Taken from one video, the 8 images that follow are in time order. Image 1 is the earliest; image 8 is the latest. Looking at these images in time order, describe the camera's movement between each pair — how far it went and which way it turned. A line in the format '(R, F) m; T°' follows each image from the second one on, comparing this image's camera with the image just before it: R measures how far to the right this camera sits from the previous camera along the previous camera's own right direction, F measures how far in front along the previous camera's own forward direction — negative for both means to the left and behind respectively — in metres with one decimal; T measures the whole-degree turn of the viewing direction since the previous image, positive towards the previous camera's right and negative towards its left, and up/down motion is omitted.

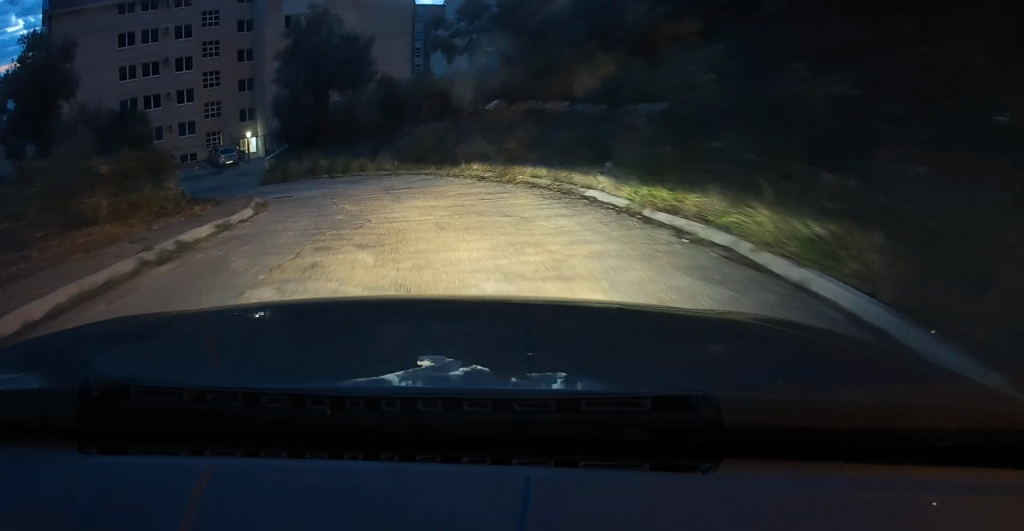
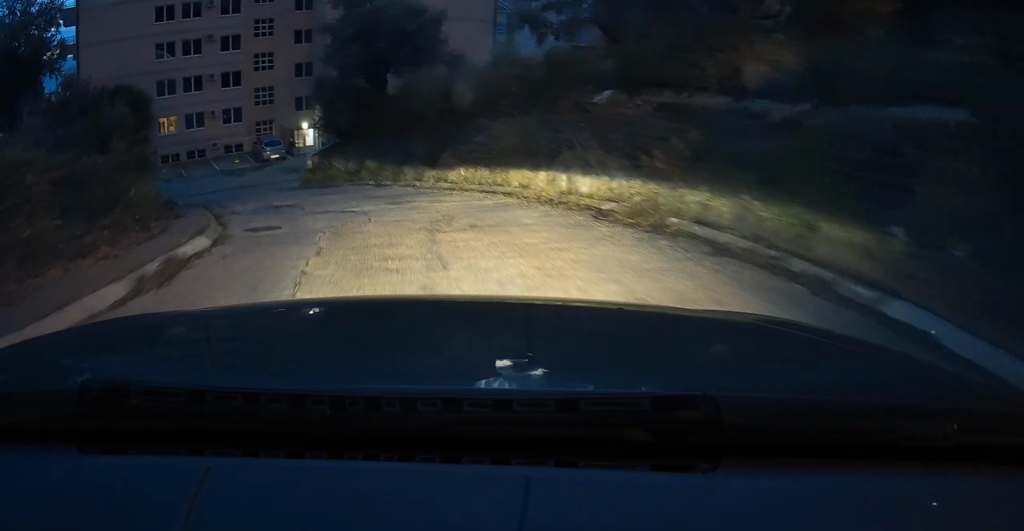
(-0.3, +7.4) m; -5°
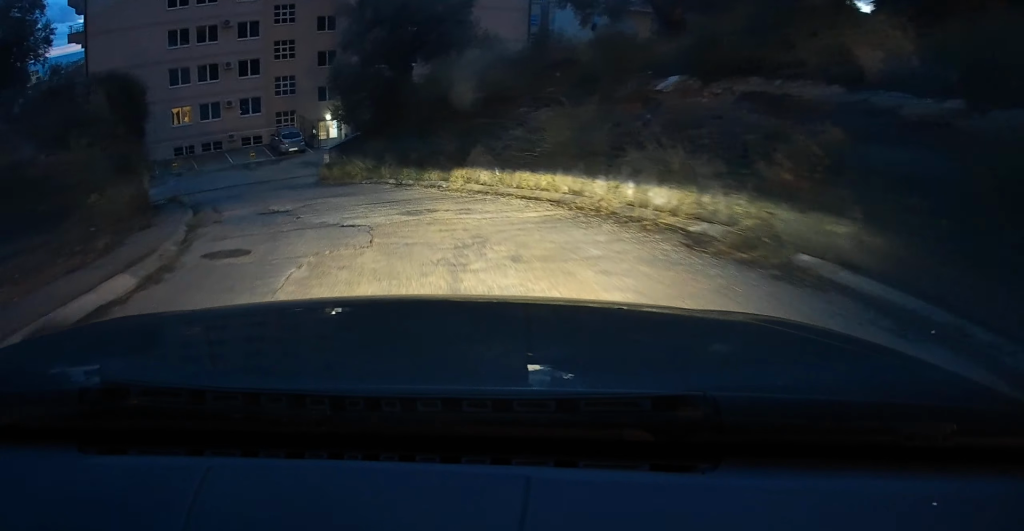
(-0.2, +3.0) m; -3°
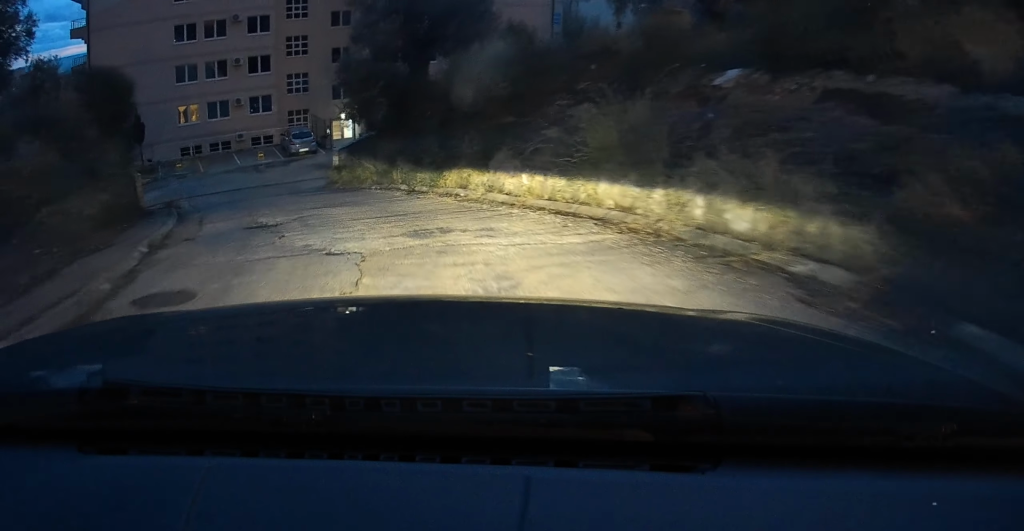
(0.0, +2.3) m; -2°
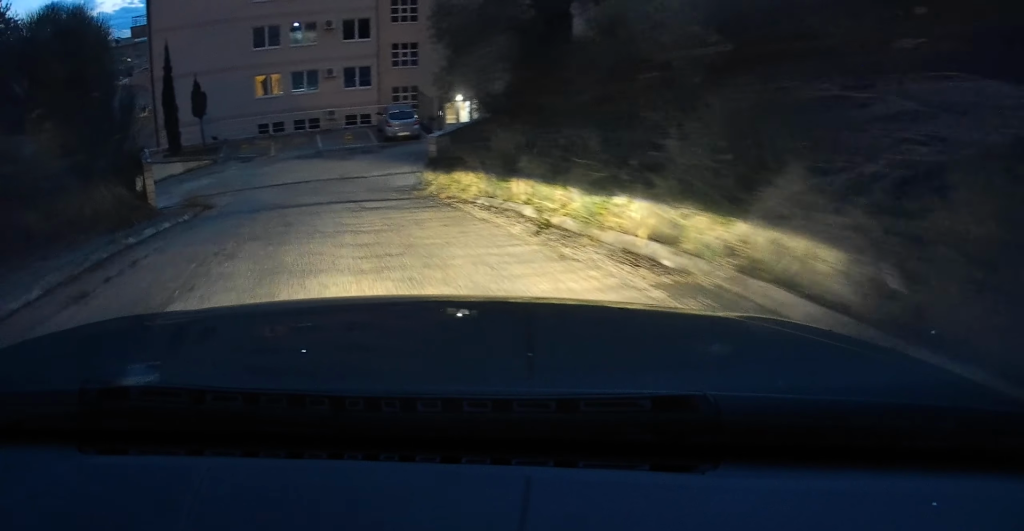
(-0.6, +8.1) m; -11°
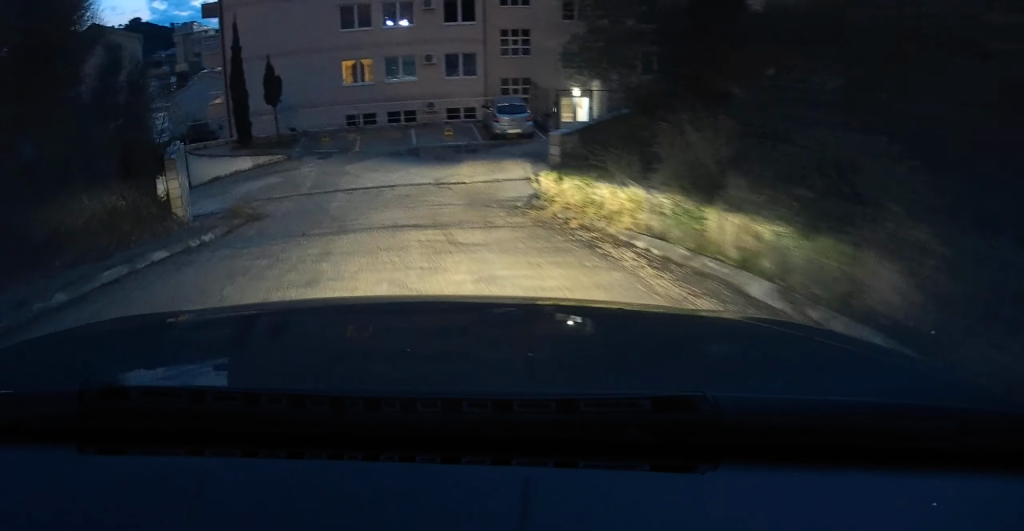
(-0.4, +4.8) m; -8°
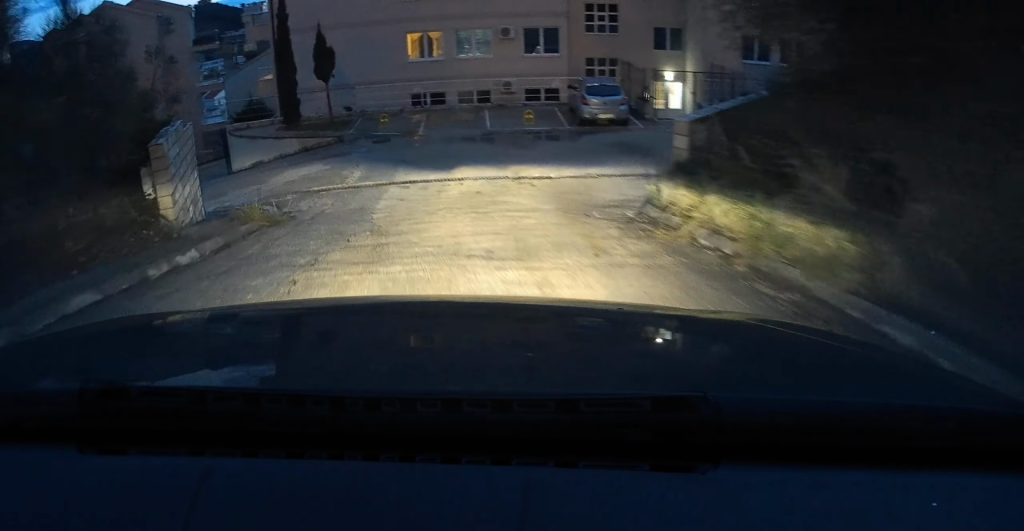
(-0.2, +3.9) m; -6°
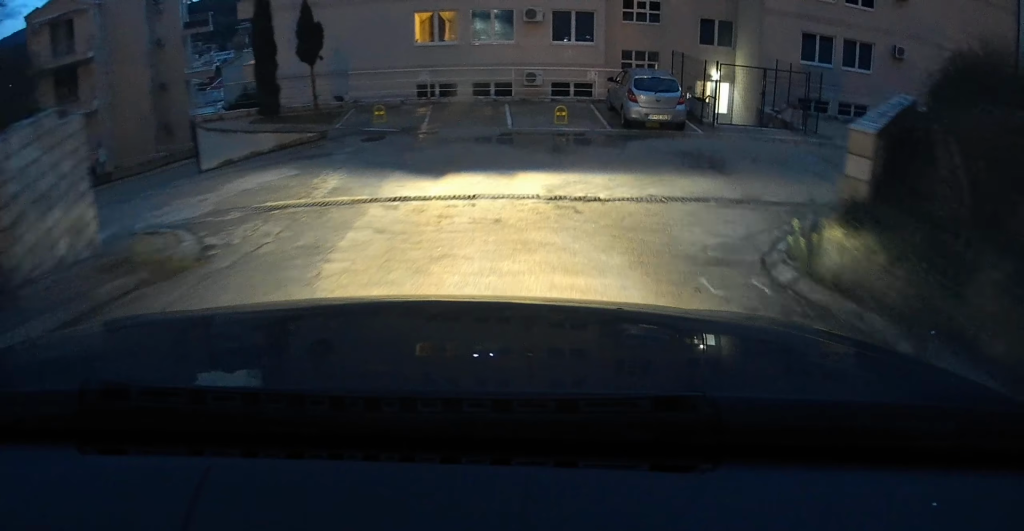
(-0.3, +4.5) m; -3°
